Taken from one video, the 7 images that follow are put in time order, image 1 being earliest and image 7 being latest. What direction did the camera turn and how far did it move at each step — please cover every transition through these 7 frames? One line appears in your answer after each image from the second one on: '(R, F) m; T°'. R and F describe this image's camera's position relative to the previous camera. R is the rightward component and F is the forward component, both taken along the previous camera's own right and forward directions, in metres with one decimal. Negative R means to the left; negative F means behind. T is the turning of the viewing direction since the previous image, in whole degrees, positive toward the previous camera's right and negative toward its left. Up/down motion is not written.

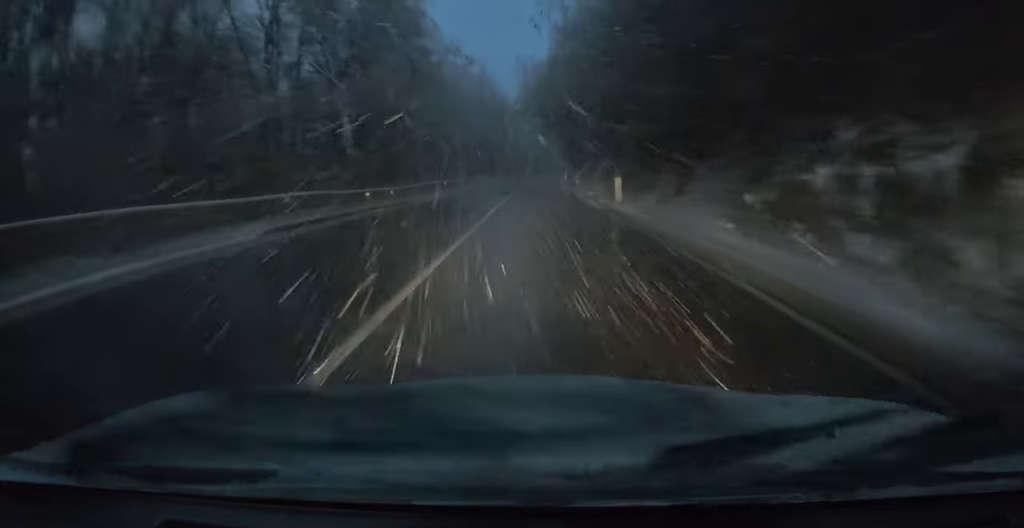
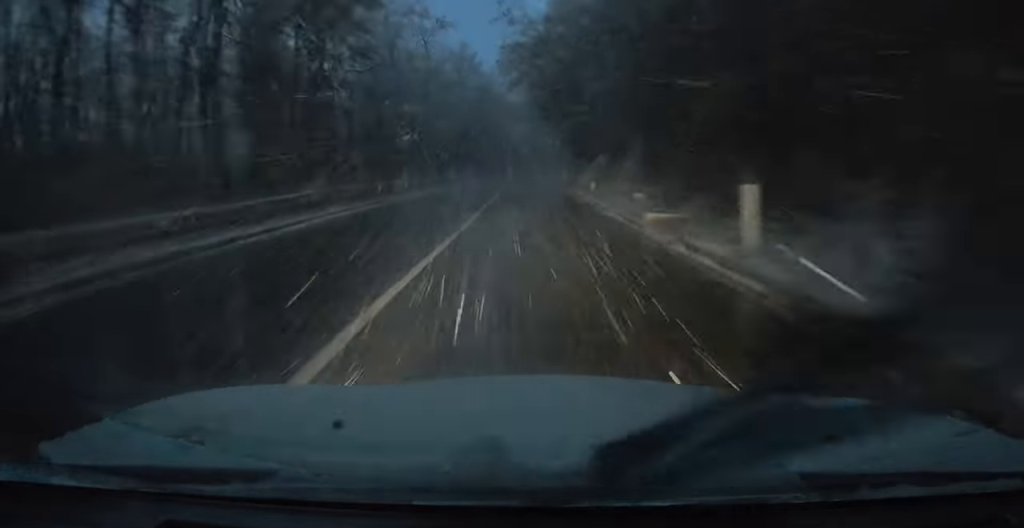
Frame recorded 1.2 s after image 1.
(+0.5, +13.3) m; +3°
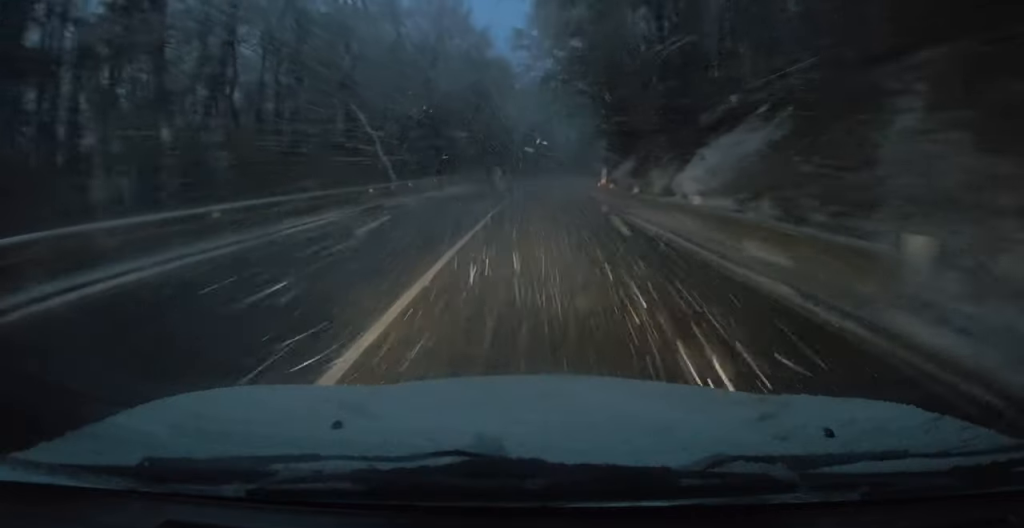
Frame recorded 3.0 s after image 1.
(+0.2, +21.3) m; 0°
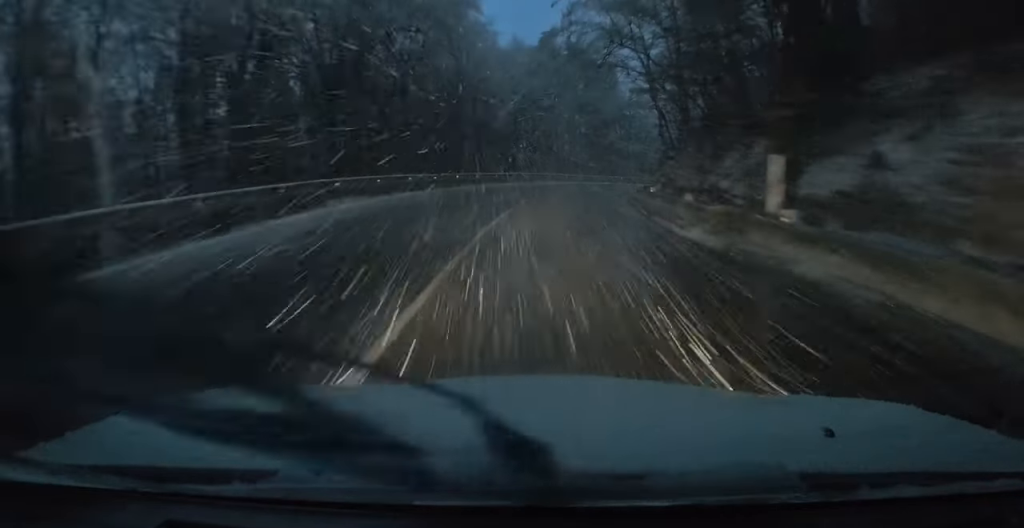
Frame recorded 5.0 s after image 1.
(-0.1, +27.5) m; +1°
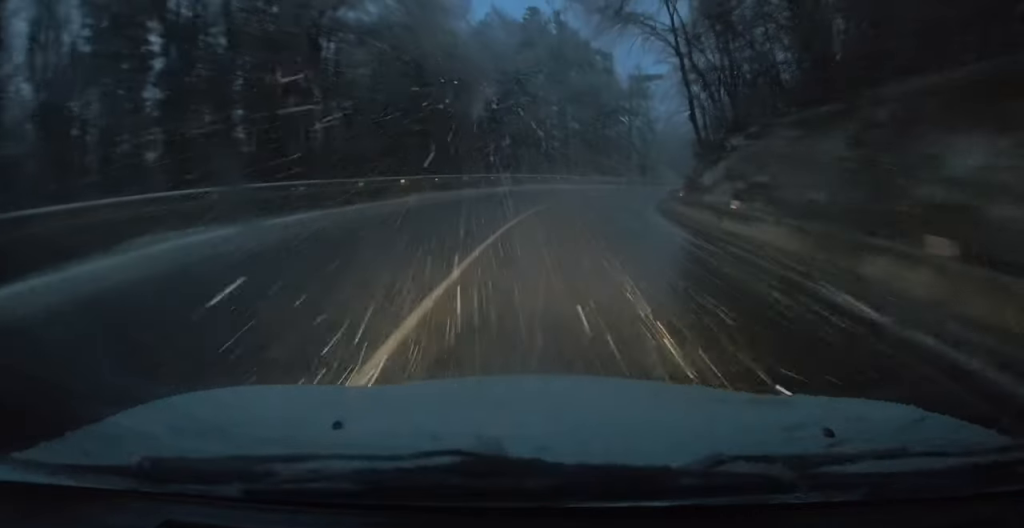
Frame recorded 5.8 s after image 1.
(+0.1, +12.2) m; +2°
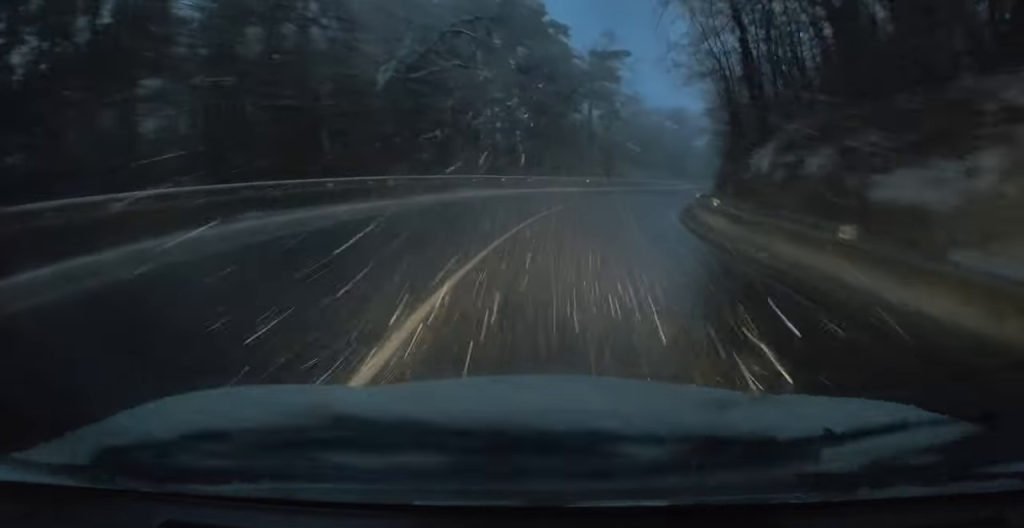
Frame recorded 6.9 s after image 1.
(+0.5, +16.1) m; +2°
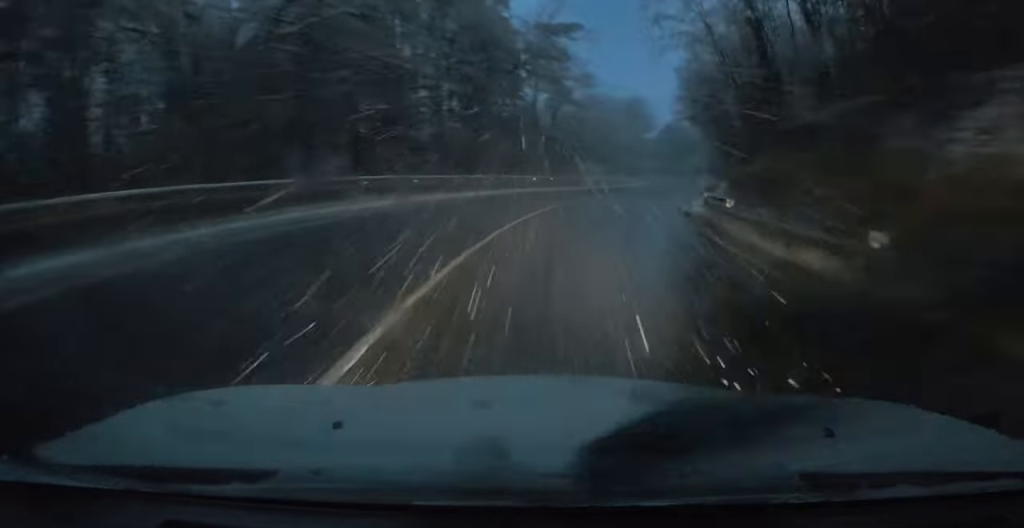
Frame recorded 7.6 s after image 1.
(0.0, +11.9) m; +3°
